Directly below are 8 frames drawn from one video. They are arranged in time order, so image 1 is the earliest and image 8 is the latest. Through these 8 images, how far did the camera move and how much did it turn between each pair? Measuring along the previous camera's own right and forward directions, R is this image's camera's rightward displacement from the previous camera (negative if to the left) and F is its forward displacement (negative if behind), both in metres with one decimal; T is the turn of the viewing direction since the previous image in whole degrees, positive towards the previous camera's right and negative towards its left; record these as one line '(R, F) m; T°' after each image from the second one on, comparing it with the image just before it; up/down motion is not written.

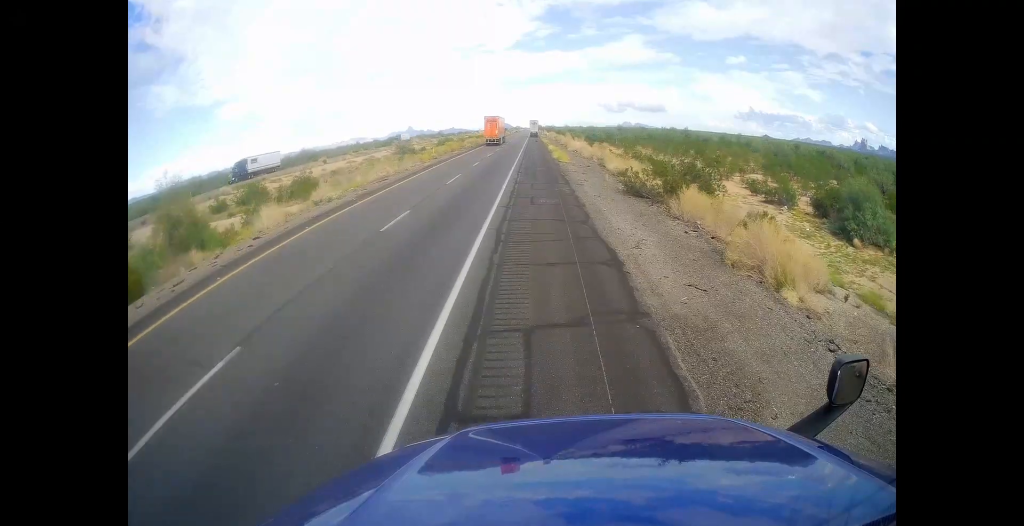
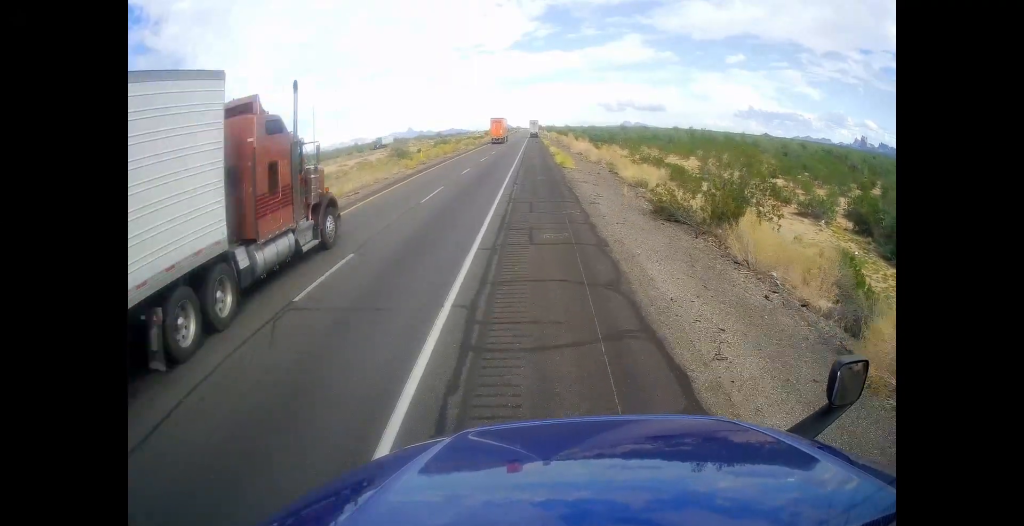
(0.0, +6.3) m; 0°
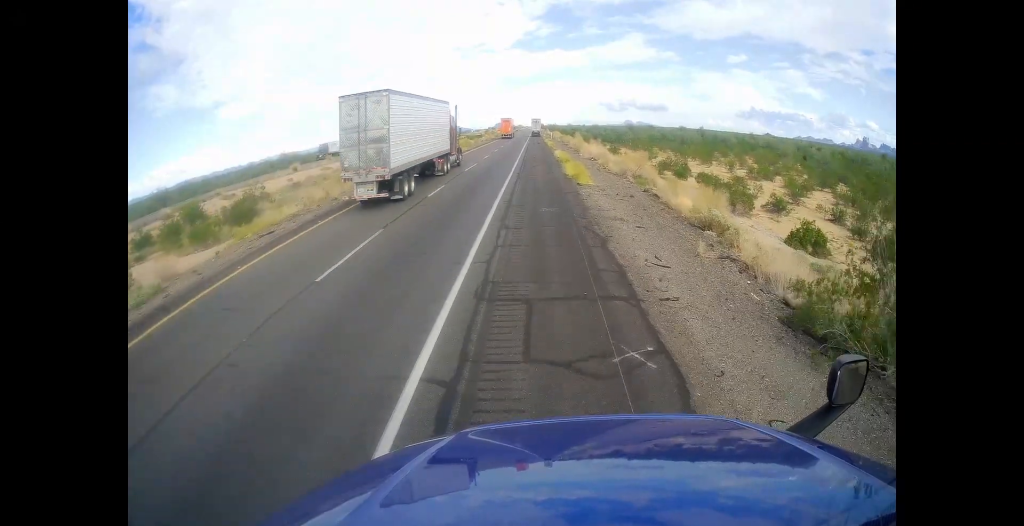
(-0.2, +10.7) m; 0°
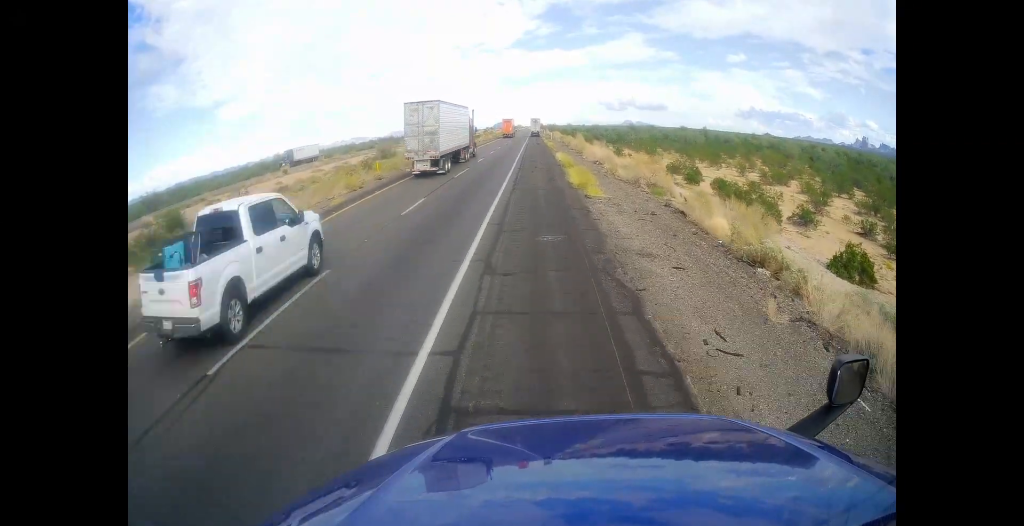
(0.0, +4.1) m; 0°
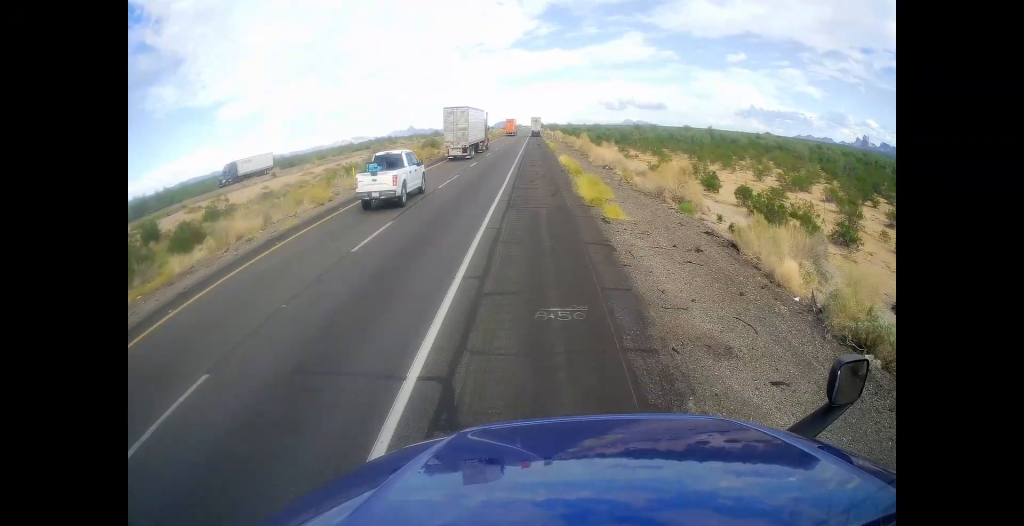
(0.0, +5.2) m; -1°
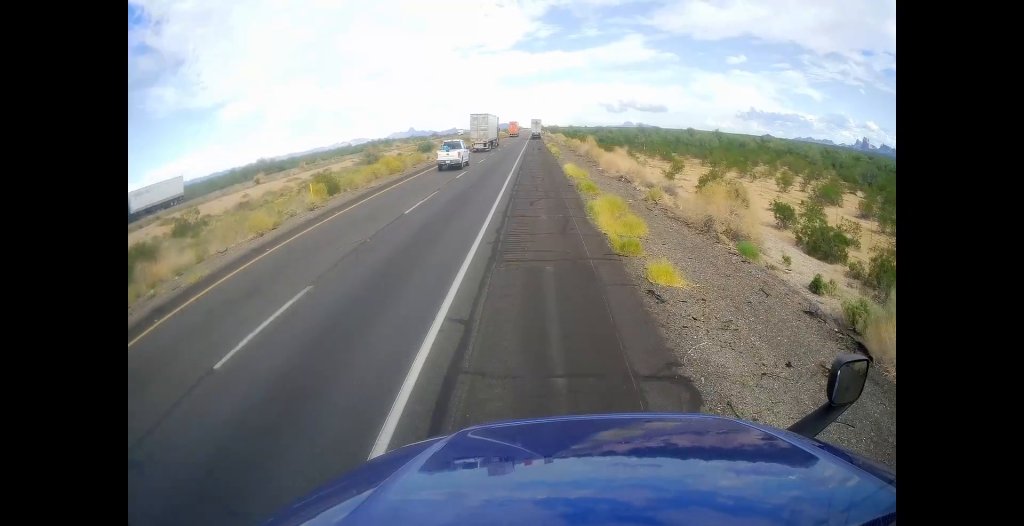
(-0.1, +6.6) m; -1°
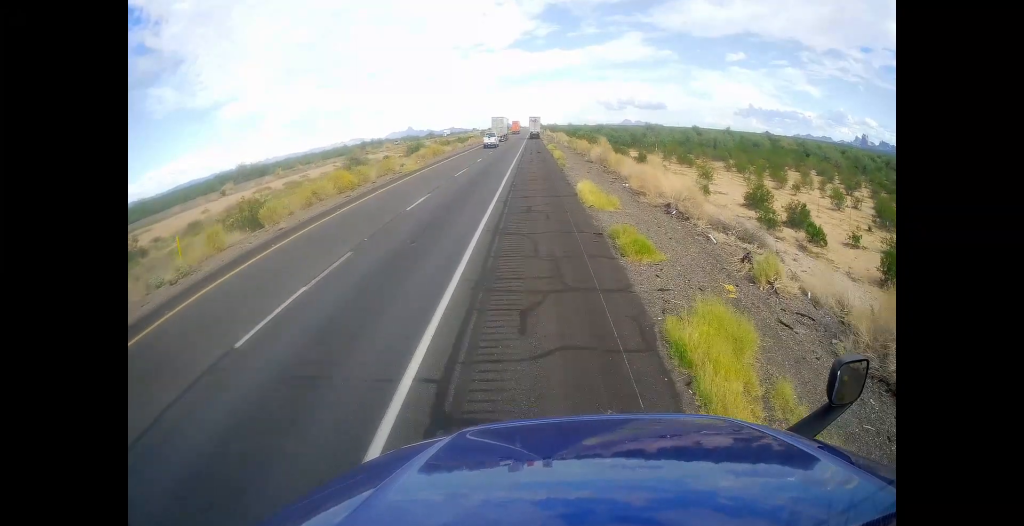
(+0.1, +11.4) m; +1°
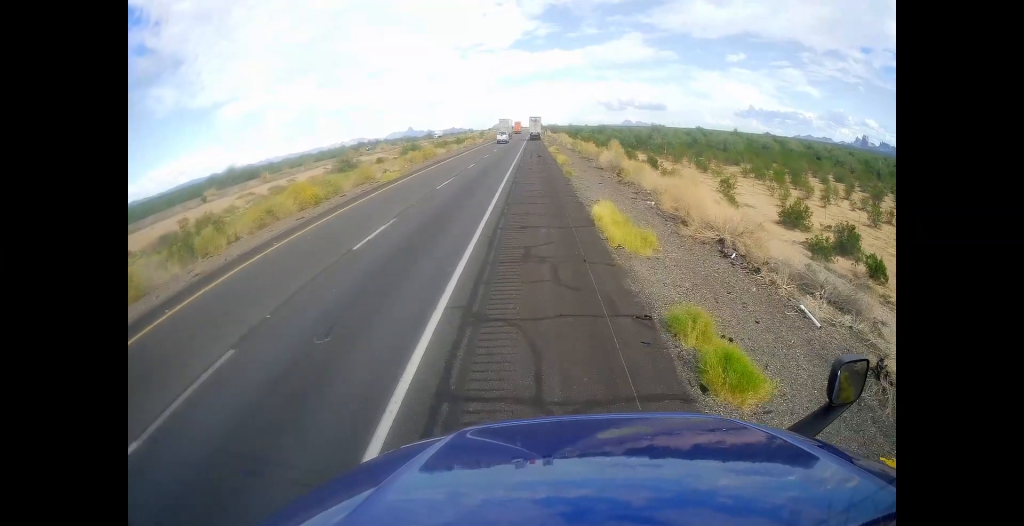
(0.0, +5.8) m; 0°
